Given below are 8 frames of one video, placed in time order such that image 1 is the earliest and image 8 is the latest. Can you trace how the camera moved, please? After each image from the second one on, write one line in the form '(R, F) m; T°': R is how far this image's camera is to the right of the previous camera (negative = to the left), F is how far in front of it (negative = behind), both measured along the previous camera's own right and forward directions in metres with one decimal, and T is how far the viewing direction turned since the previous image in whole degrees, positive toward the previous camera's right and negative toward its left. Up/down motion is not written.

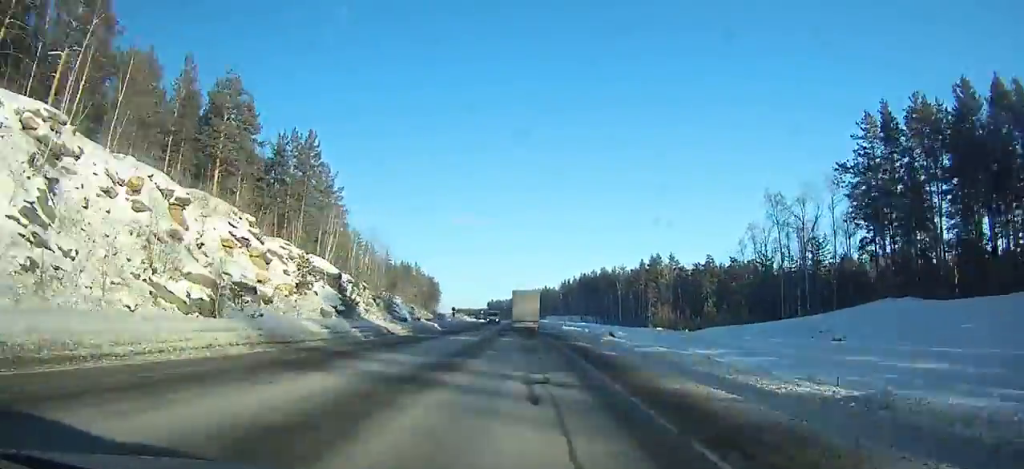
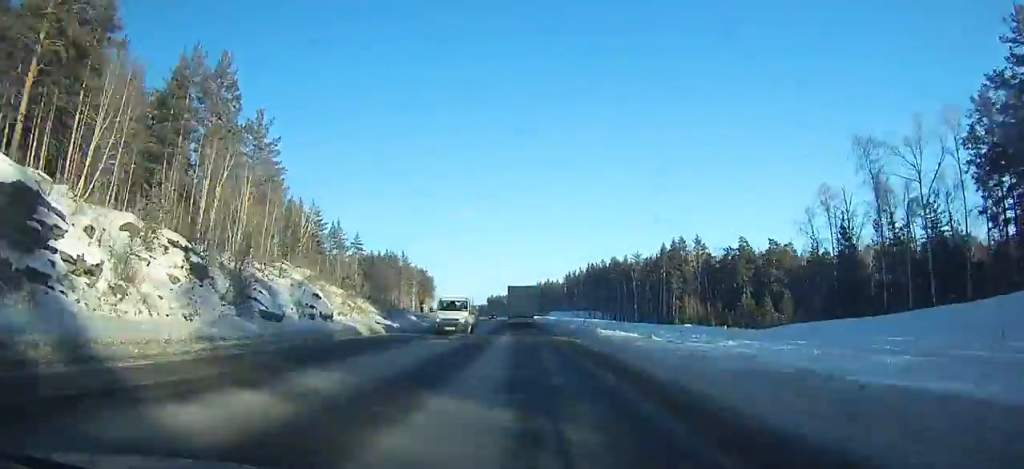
(+0.2, +26.6) m; 0°
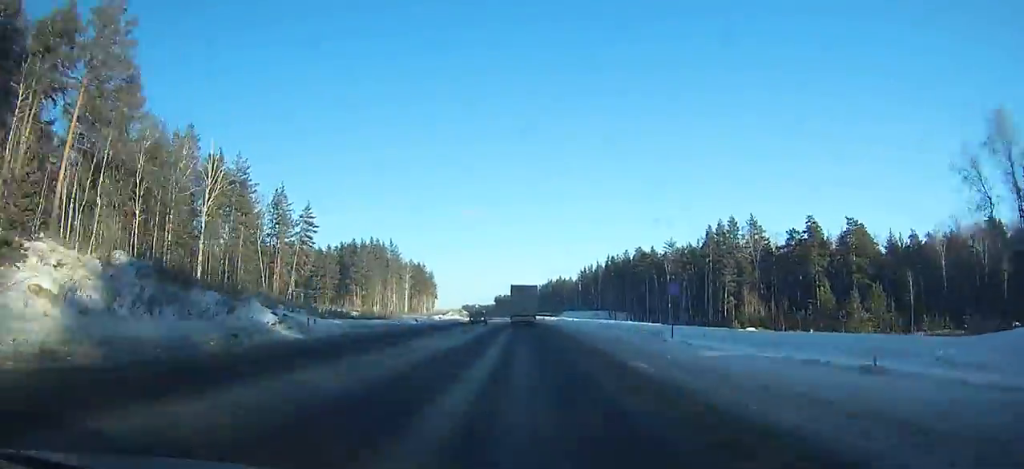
(-0.4, +30.6) m; +1°
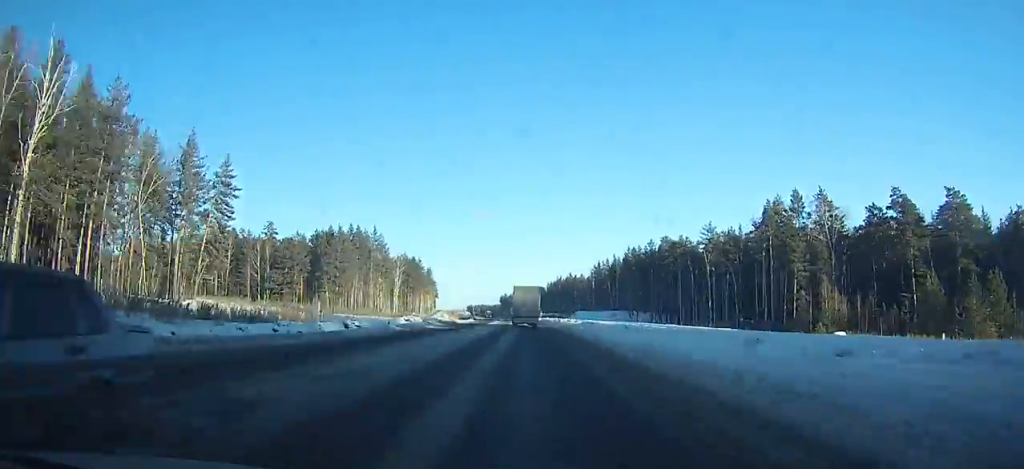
(-0.8, +26.2) m; +1°
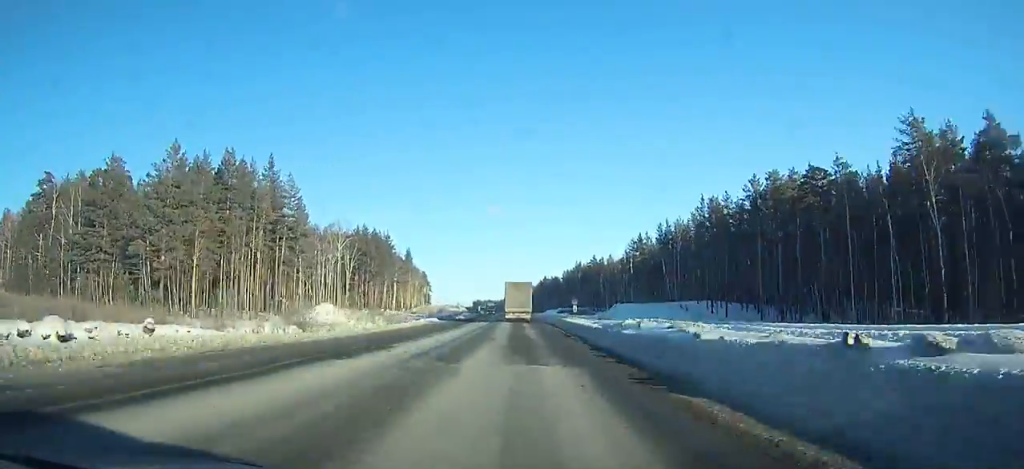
(+3.0, +62.4) m; -4°
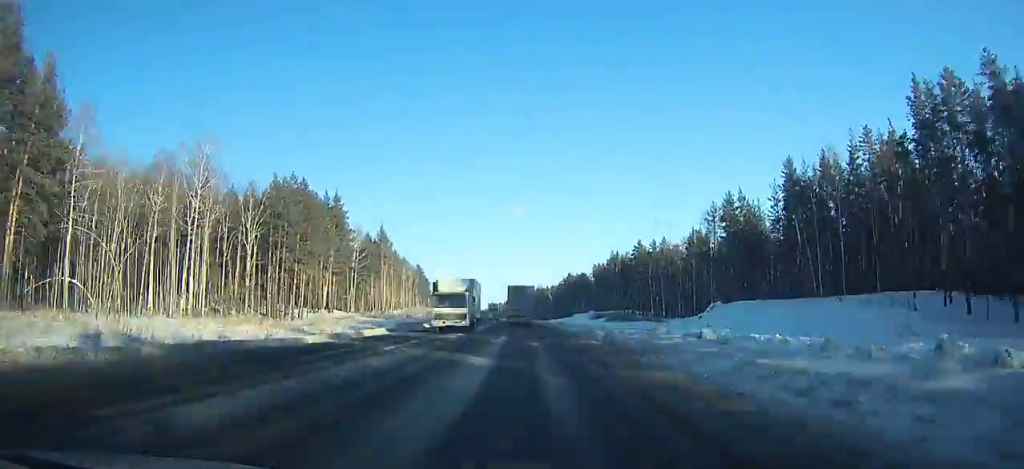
(-6.2, +69.1) m; -4°
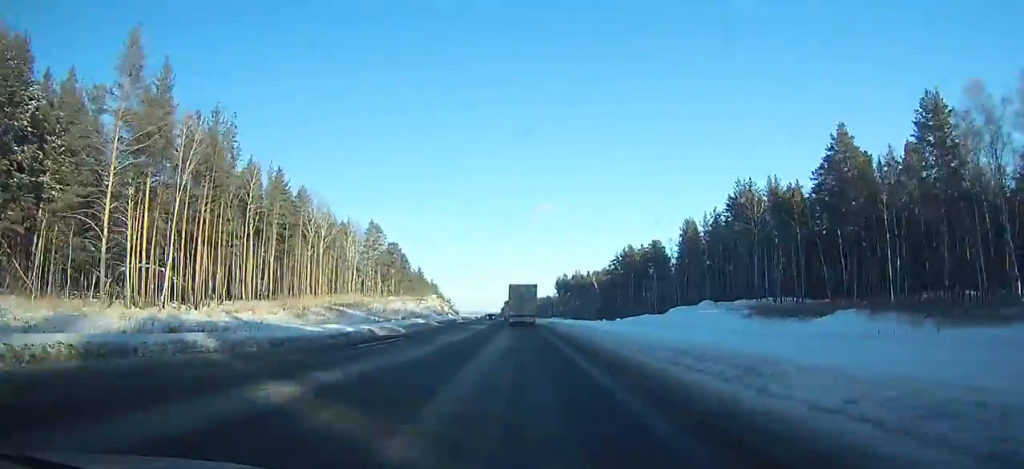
(-1.4, +122.5) m; -2°
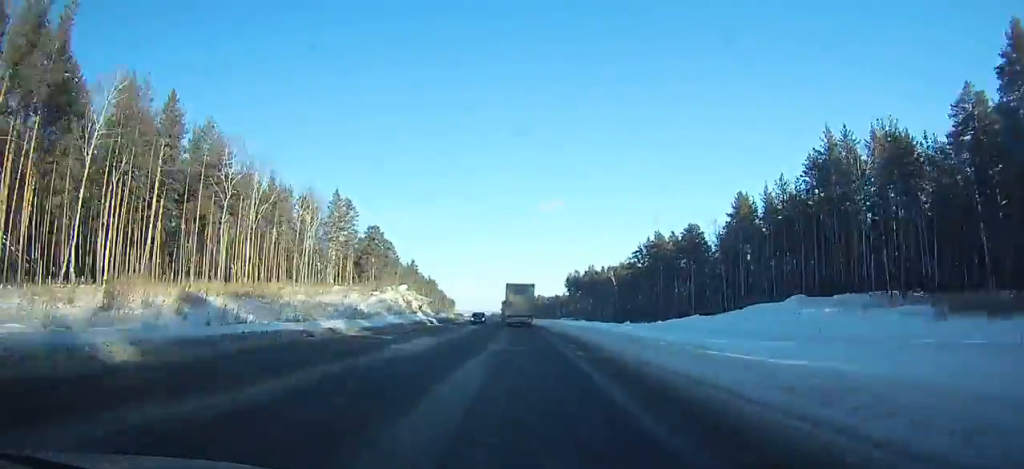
(-0.2, +33.7) m; -1°
